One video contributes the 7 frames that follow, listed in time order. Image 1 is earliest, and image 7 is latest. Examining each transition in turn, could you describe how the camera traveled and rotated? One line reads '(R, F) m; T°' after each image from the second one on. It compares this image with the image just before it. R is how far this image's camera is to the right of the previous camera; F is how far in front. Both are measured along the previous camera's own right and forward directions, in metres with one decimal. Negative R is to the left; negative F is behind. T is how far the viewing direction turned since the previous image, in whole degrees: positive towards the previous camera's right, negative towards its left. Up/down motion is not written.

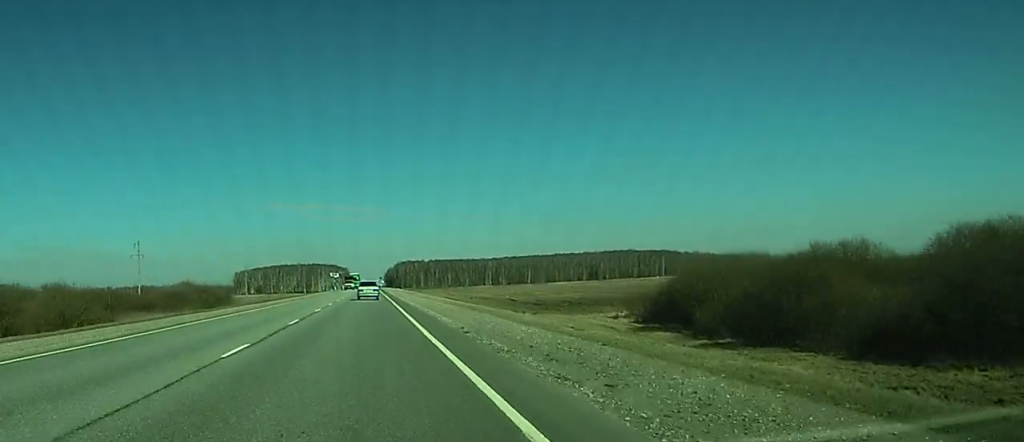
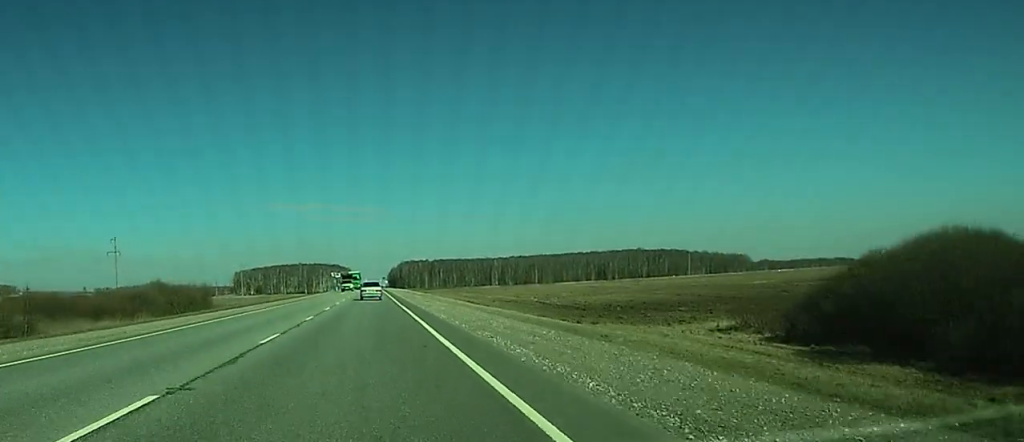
(0.0, +22.5) m; 0°
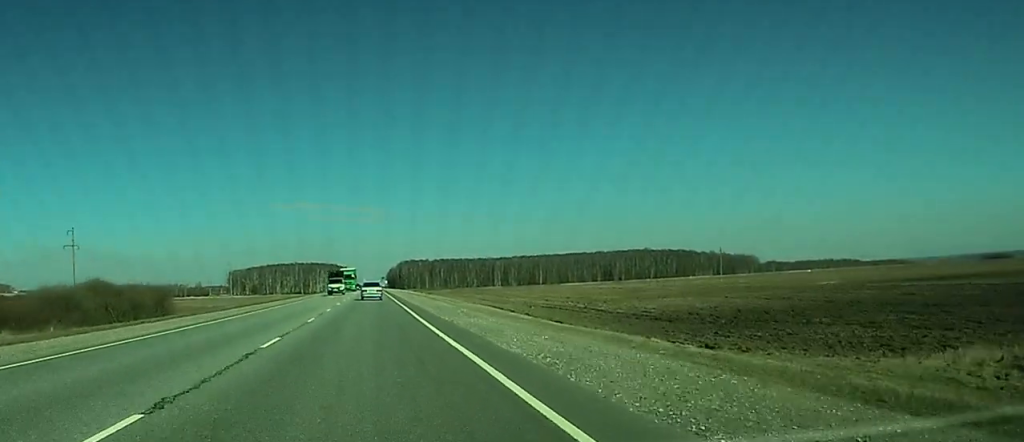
(0.0, +29.3) m; 0°
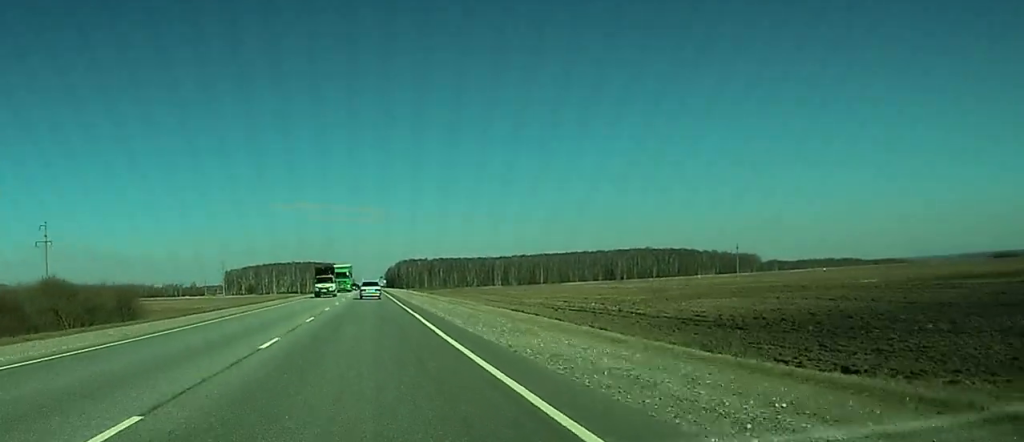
(0.0, +14.5) m; 0°
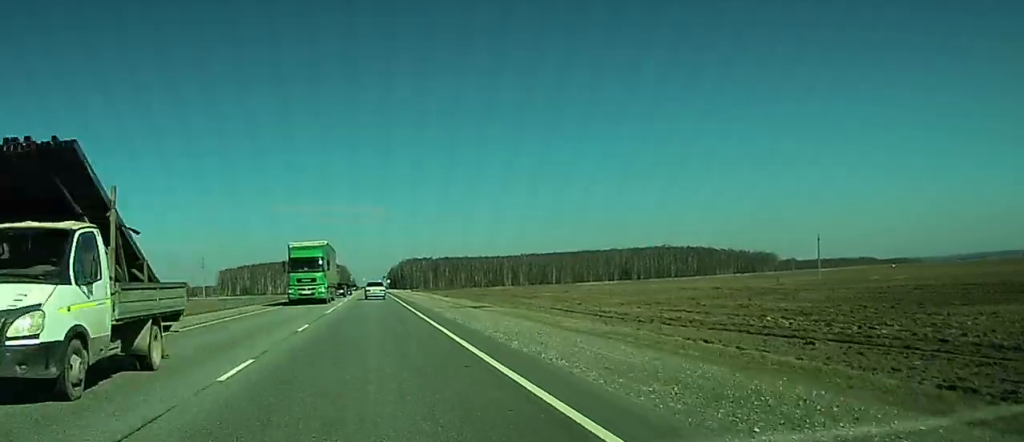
(-0.4, +48.5) m; -2°
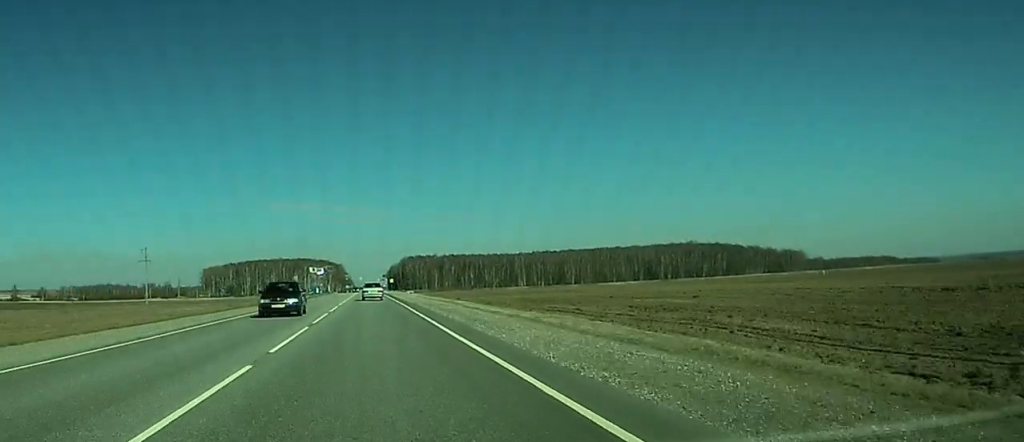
(-0.3, +72.2) m; -2°
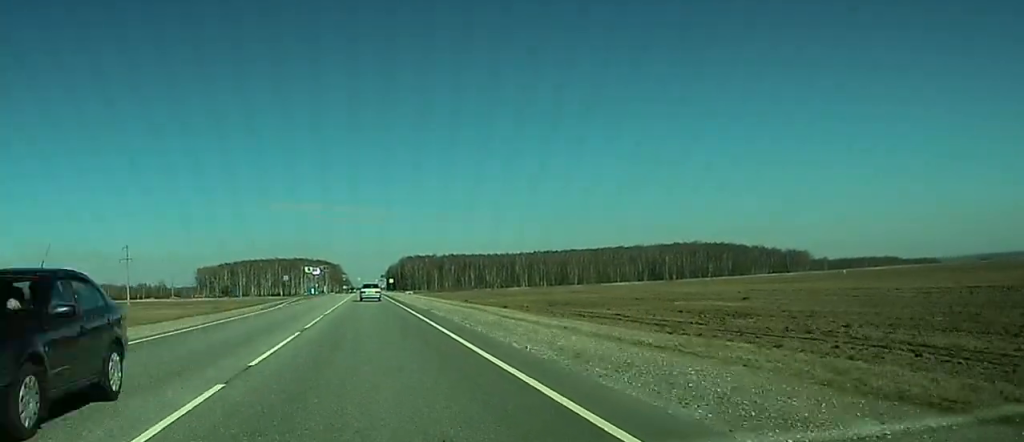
(+0.2, +14.3) m; -1°
